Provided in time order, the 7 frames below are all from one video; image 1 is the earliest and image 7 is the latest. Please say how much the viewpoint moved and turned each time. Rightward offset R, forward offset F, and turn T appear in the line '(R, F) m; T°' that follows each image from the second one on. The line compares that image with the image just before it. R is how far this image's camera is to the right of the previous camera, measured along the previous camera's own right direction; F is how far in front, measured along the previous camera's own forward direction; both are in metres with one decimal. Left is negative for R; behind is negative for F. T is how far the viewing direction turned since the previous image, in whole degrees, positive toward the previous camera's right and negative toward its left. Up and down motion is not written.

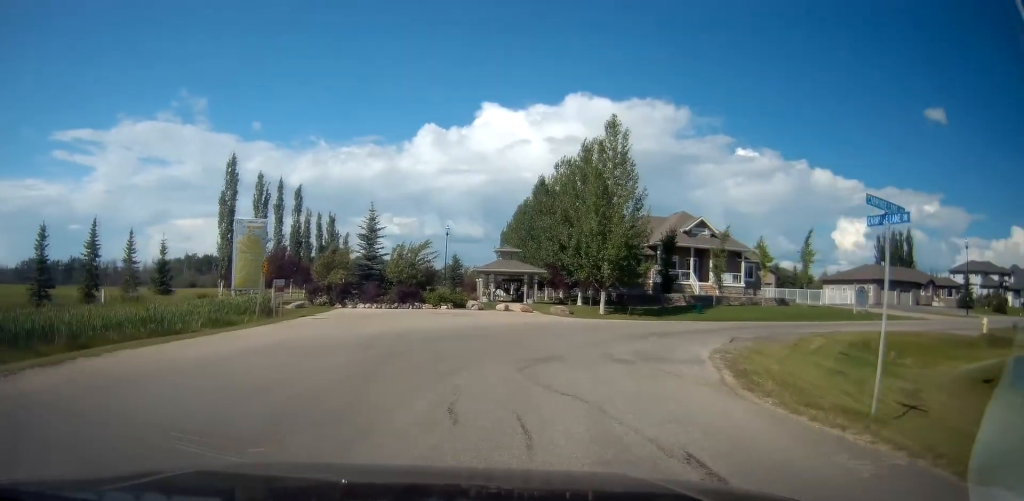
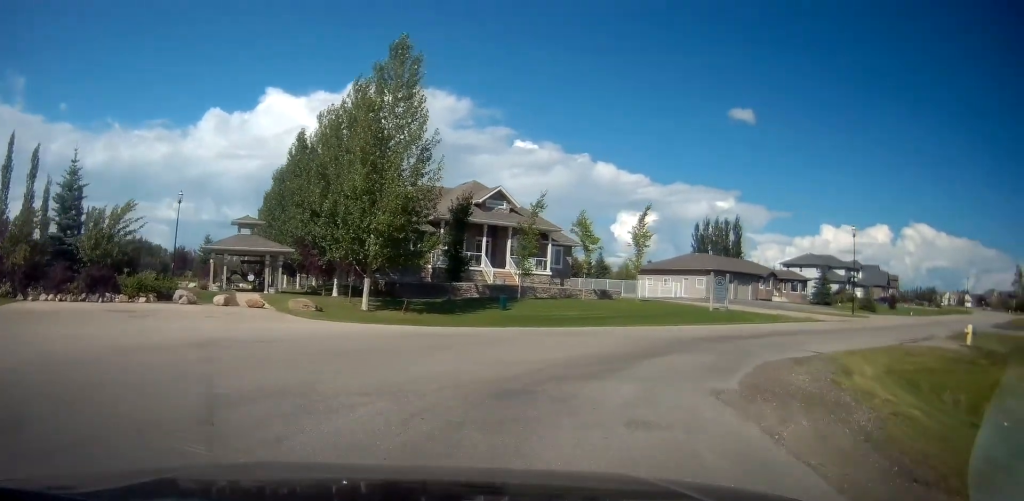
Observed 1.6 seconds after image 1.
(+1.4, +13.0) m; +21°
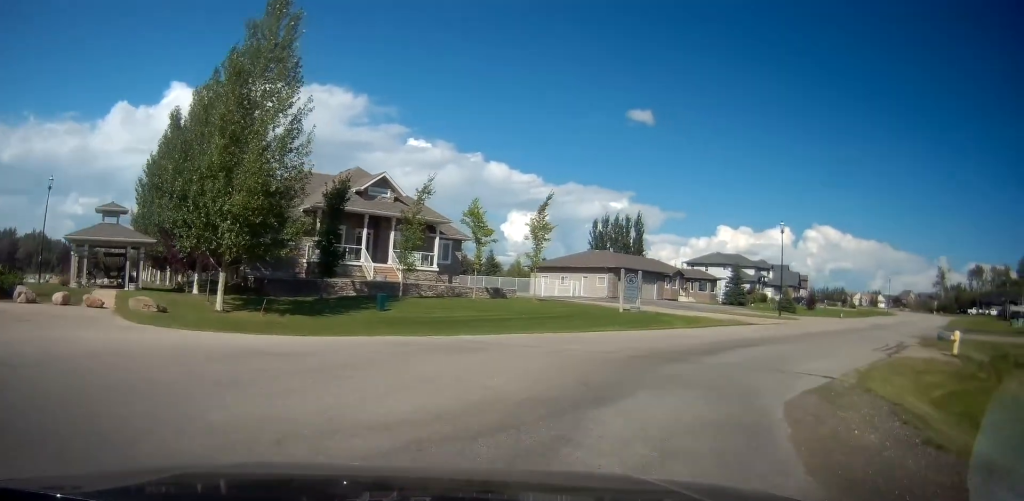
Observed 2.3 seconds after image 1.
(+0.8, +4.9) m; +12°
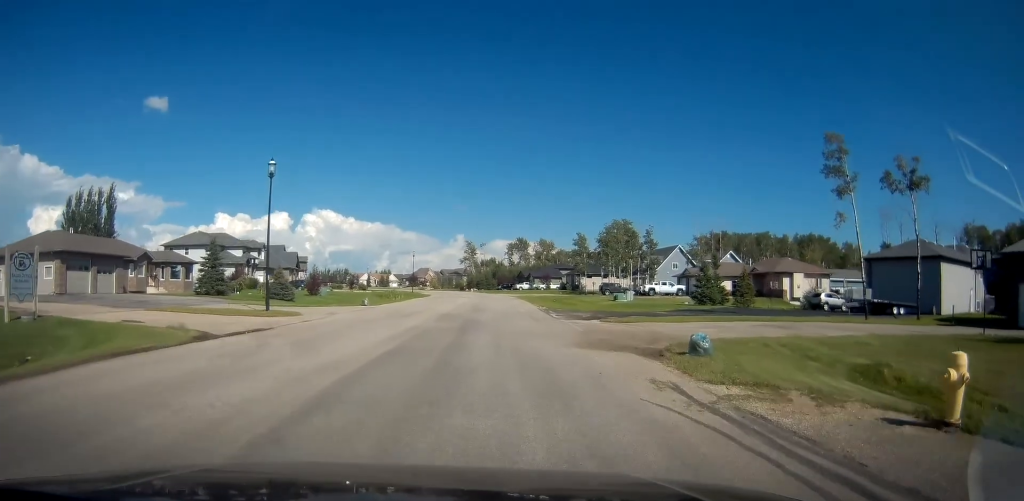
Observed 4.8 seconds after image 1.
(+9.1, +14.6) m; +58°
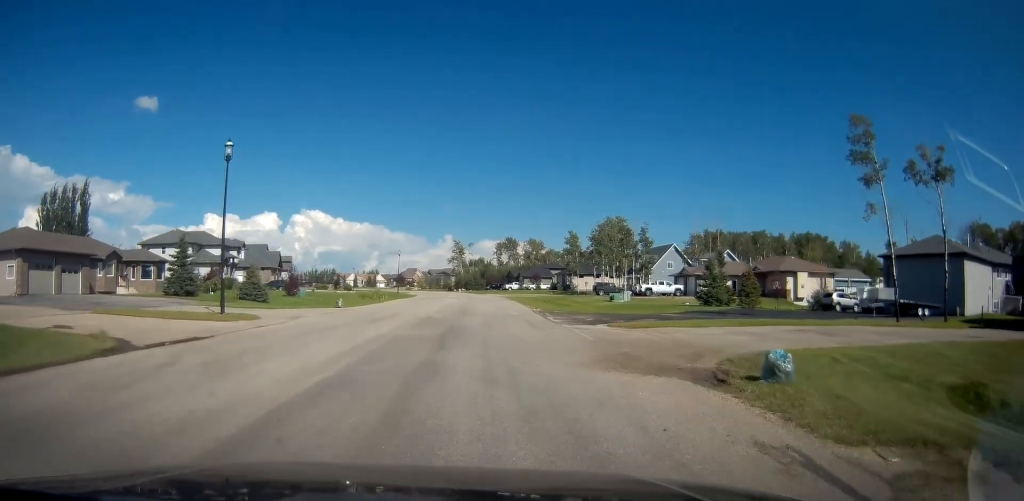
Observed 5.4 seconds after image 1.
(+0.2, +4.1) m; +2°
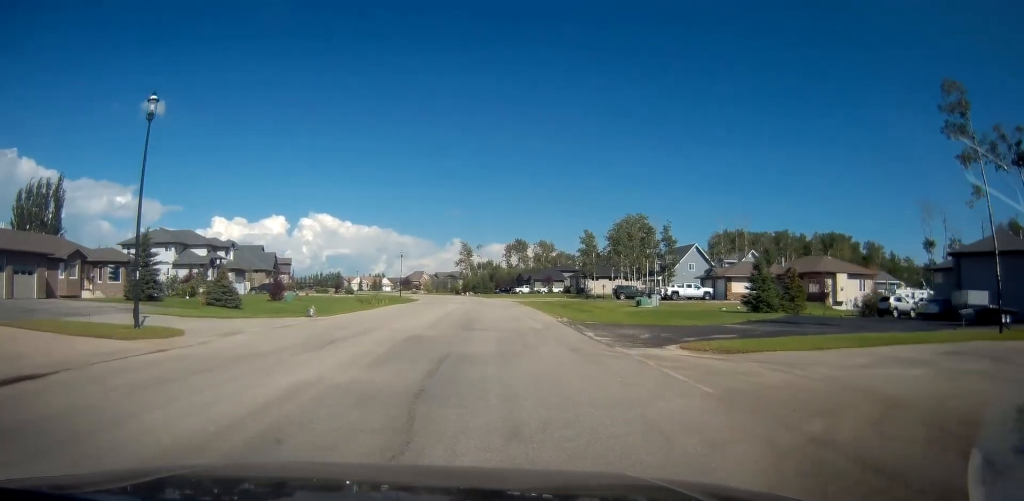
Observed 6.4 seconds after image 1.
(+0.1, +7.6) m; +1°
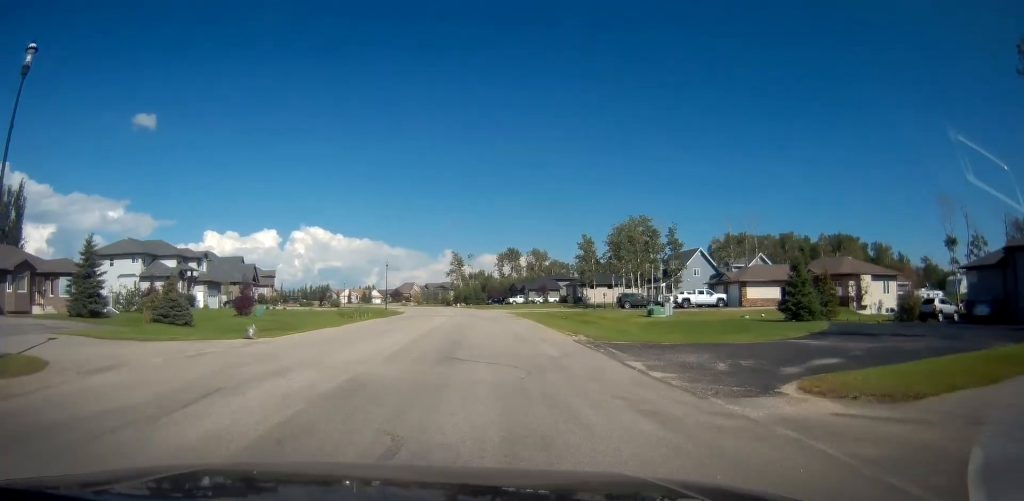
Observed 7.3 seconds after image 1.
(0.0, +6.4) m; 0°
